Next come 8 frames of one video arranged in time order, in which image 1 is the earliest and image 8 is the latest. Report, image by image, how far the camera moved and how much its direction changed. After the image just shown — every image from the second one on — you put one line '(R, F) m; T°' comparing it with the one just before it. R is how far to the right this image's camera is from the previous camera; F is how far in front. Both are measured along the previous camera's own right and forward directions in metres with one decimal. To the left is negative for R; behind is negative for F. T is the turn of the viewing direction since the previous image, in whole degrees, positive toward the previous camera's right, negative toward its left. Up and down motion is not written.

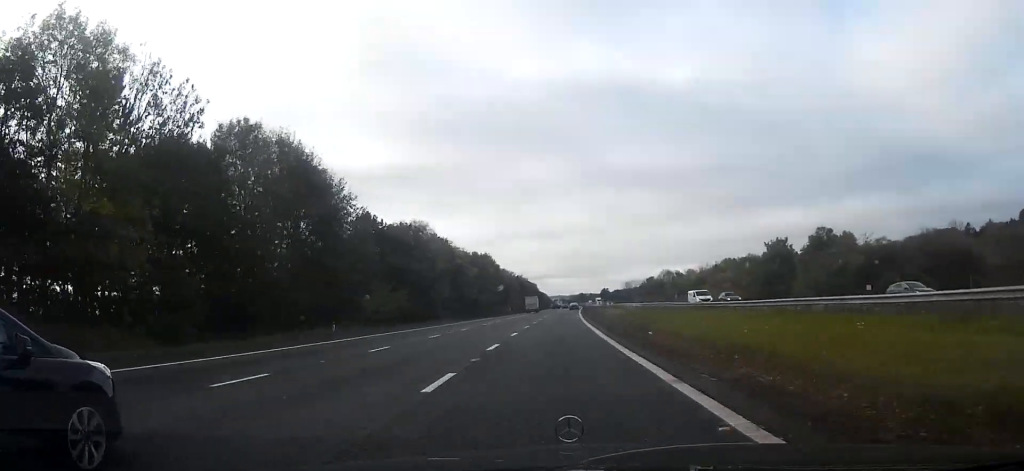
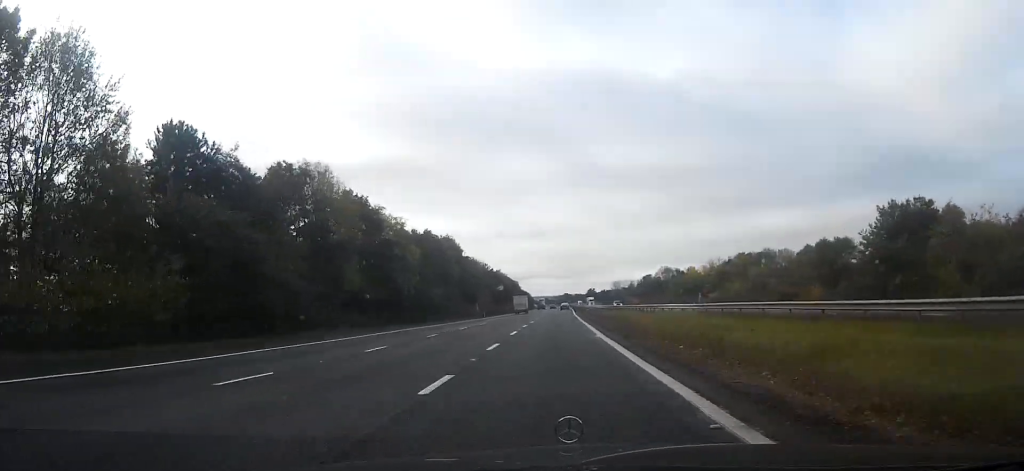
(+0.5, +35.1) m; +1°
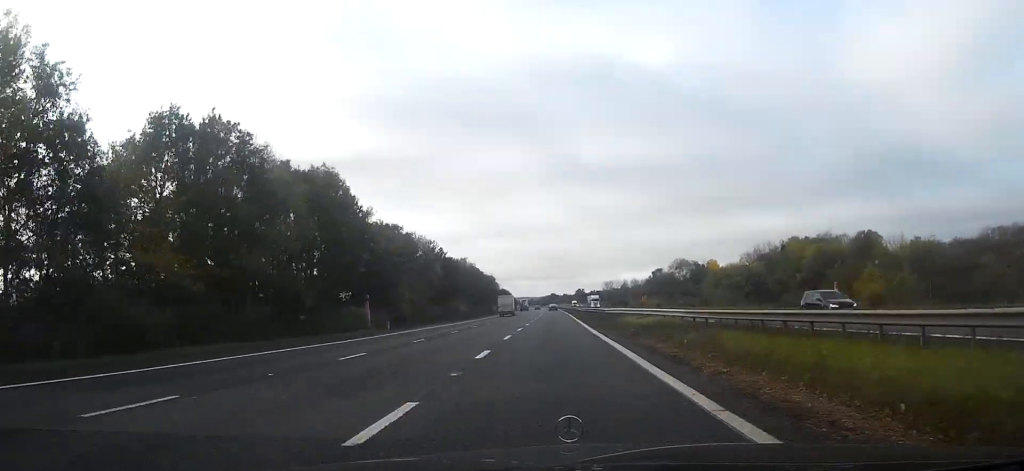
(+0.9, +55.5) m; +1°
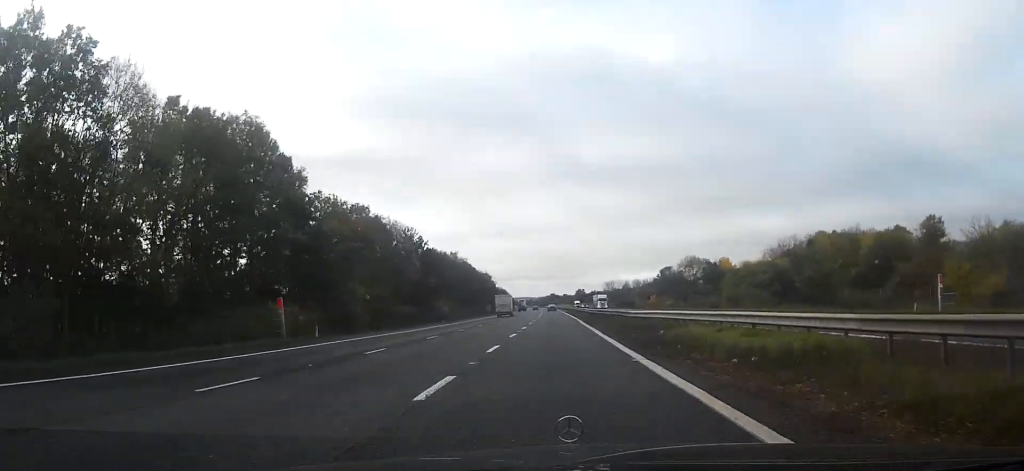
(0.0, +15.6) m; 0°
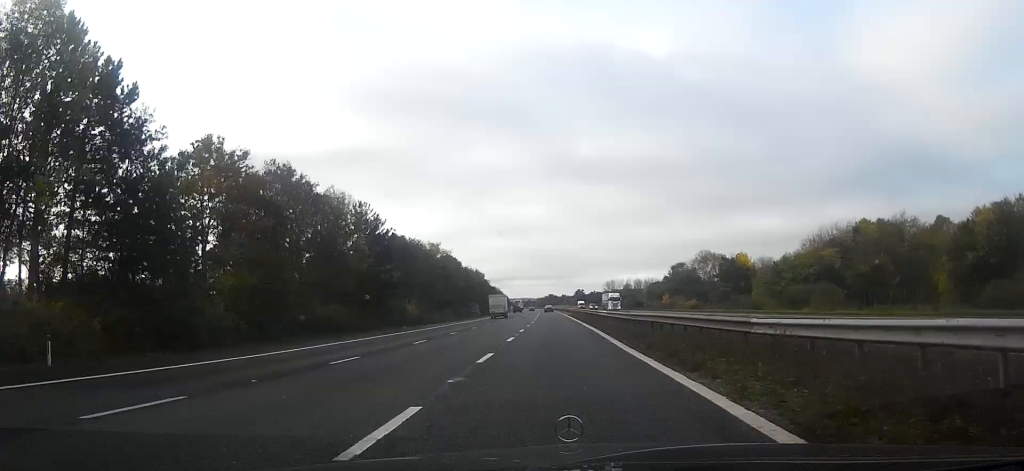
(0.0, +20.4) m; 0°
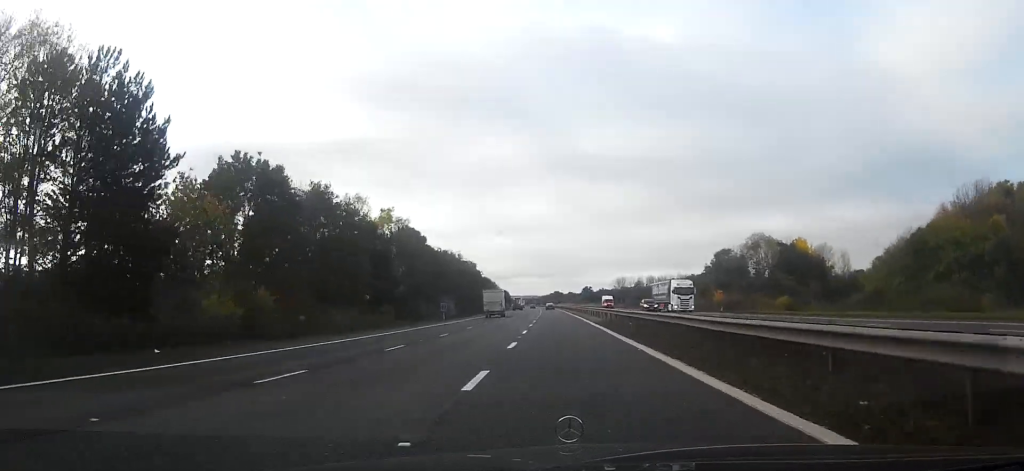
(0.0, +39.7) m; 0°
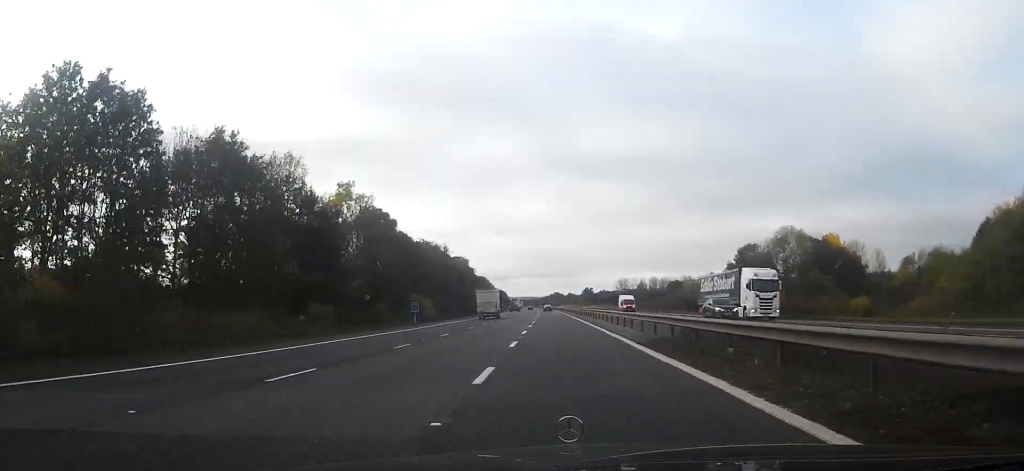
(0.0, +17.1) m; 0°
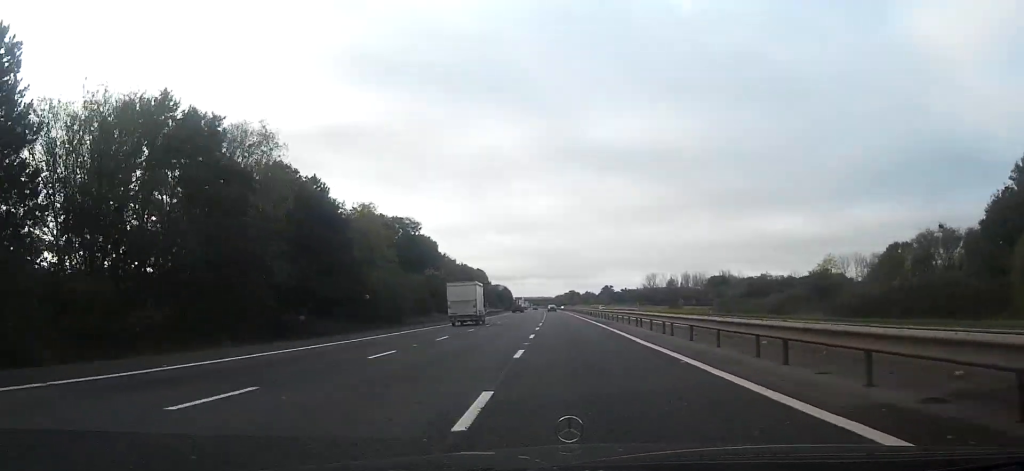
(-1.0, +75.5) m; -1°
